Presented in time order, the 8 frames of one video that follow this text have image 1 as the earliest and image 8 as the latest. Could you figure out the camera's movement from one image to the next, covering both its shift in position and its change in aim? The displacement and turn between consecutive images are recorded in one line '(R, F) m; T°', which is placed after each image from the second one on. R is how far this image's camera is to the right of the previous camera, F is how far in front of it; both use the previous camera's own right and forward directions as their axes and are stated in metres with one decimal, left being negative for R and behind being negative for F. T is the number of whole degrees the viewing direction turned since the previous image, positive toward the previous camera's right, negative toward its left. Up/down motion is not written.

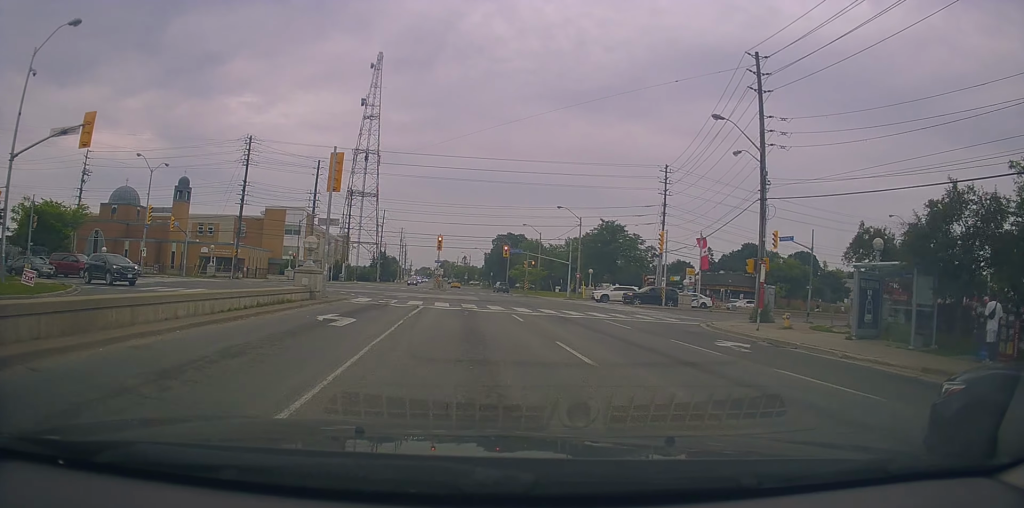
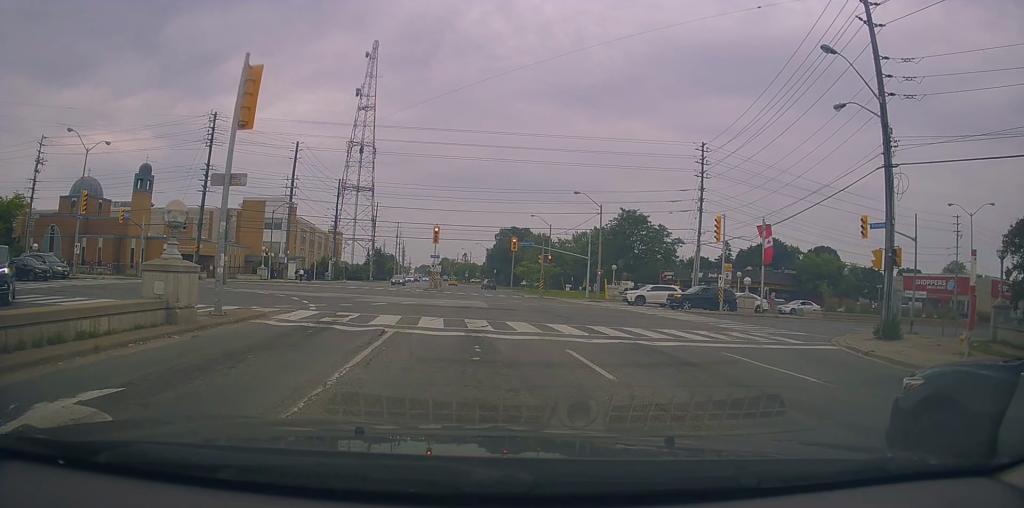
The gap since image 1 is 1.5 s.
(+0.3, +11.7) m; -1°
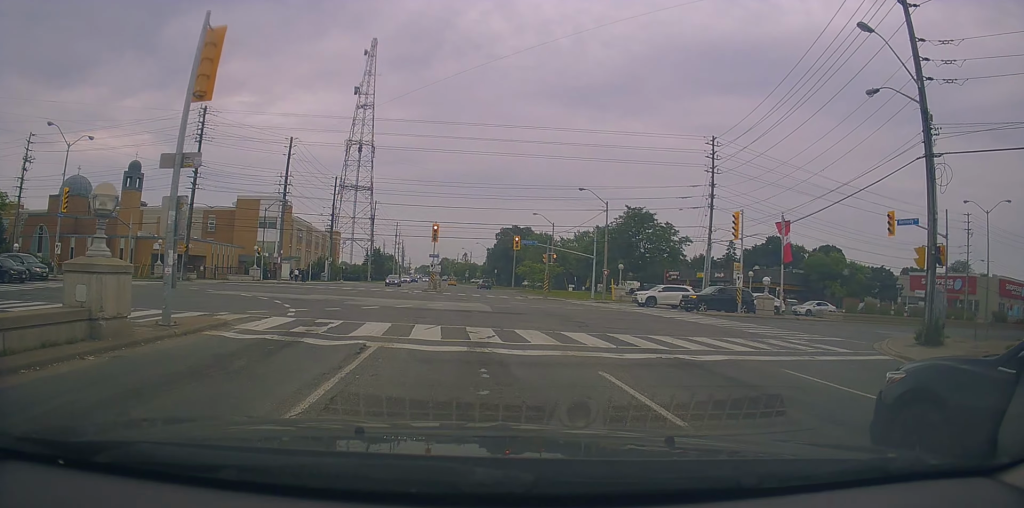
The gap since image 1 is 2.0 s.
(-0.1, +3.0) m; 0°
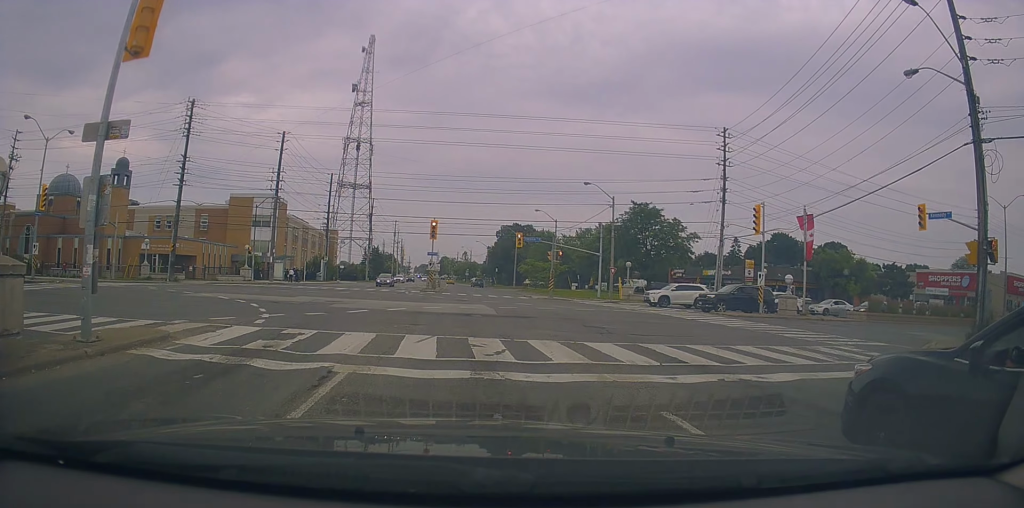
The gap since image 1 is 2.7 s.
(+0.1, +3.5) m; +4°
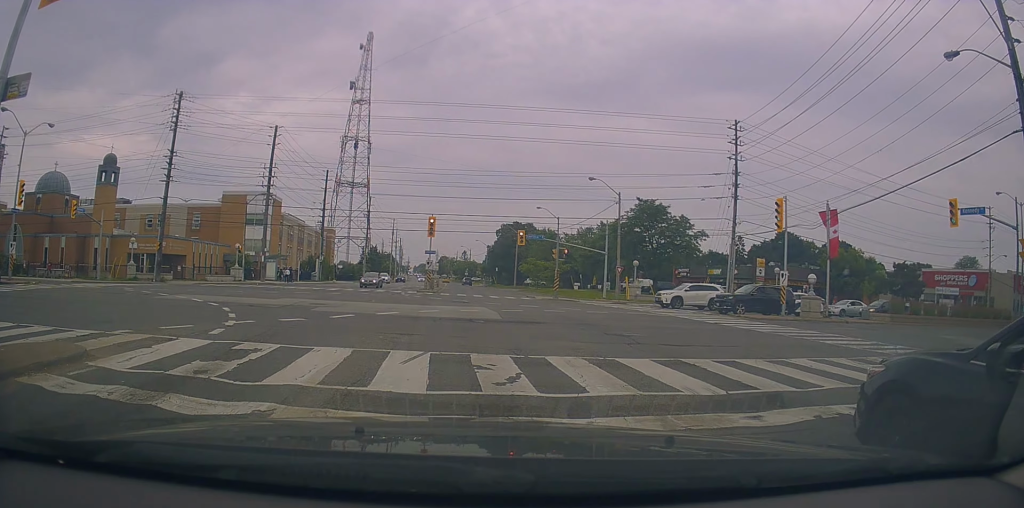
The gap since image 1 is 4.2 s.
(+0.1, +3.9) m; -1°
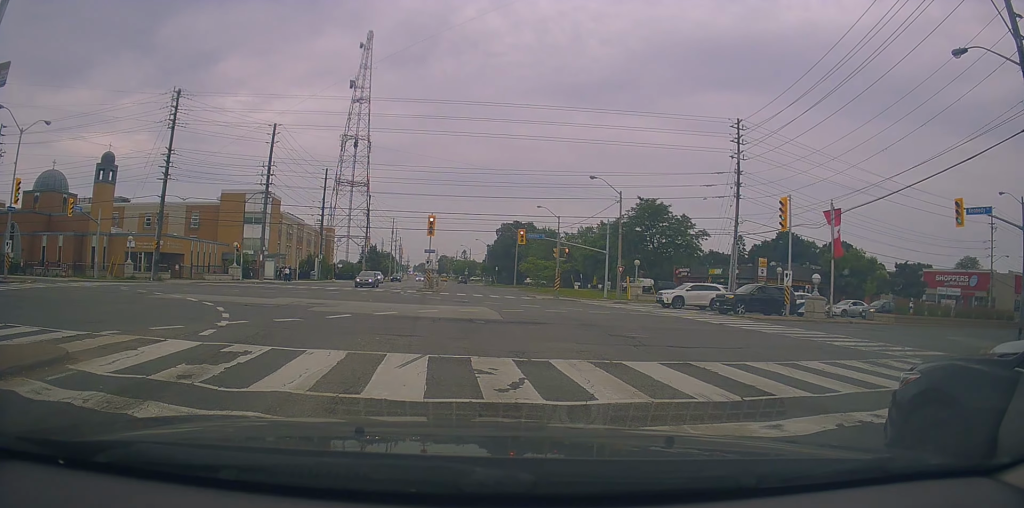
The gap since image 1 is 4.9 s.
(-0.2, +0.9) m; 0°
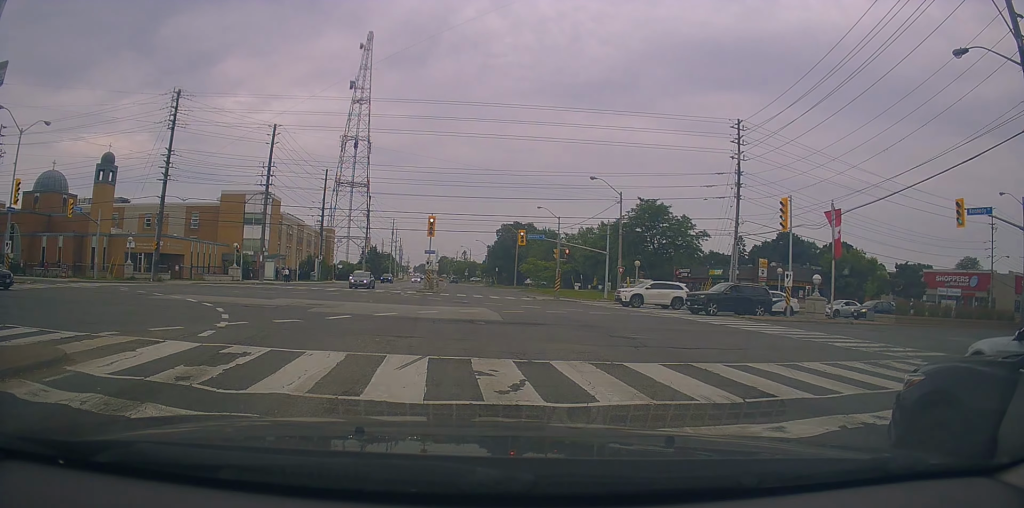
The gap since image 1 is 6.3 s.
(0.0, +0.2) m; 0°
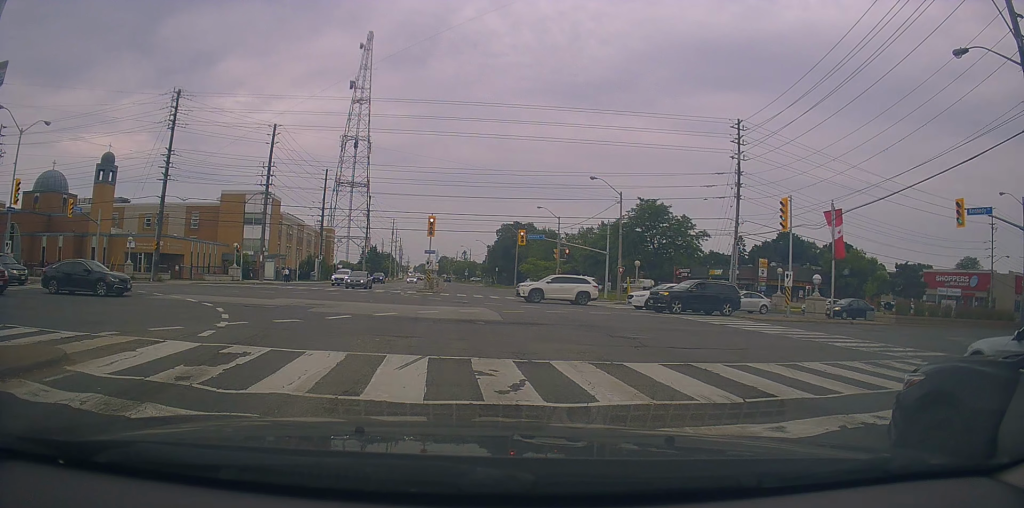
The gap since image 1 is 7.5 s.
(0.0, 0.0) m; 0°
